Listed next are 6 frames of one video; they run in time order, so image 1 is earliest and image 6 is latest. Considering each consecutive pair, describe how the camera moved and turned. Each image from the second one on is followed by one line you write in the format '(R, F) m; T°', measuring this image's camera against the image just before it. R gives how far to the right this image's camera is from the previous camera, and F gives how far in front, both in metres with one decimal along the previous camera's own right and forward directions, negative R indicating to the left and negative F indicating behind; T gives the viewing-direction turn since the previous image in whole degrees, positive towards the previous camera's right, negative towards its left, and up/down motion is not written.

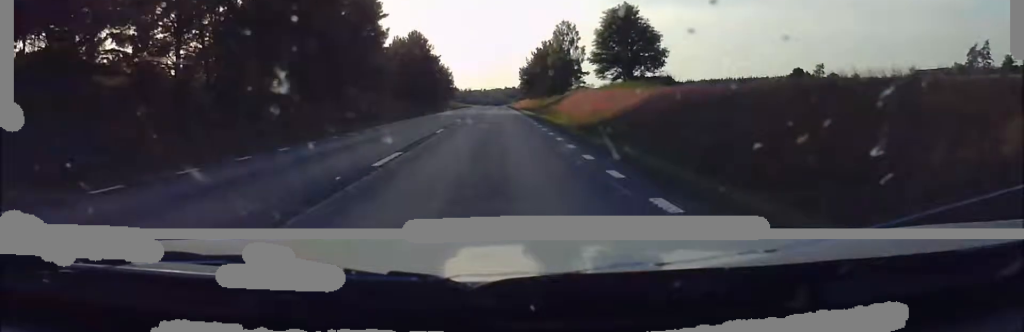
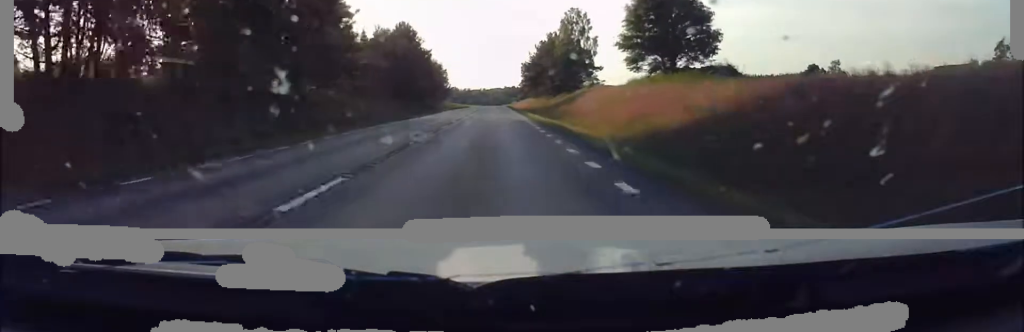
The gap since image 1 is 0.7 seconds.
(+0.1, +16.5) m; 0°
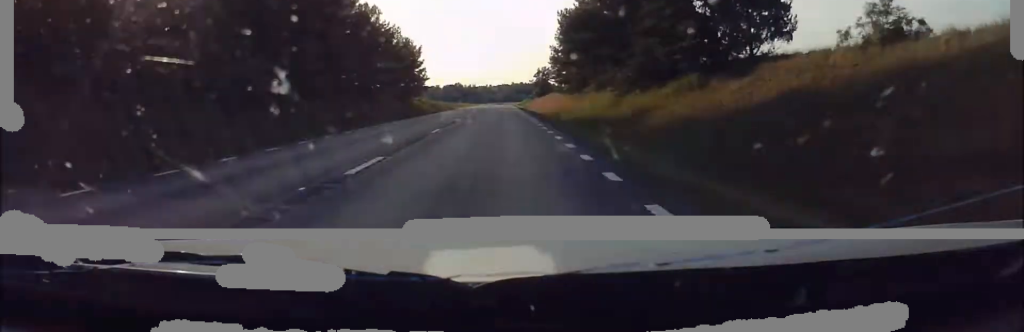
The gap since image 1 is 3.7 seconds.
(-0.7, +67.9) m; 0°
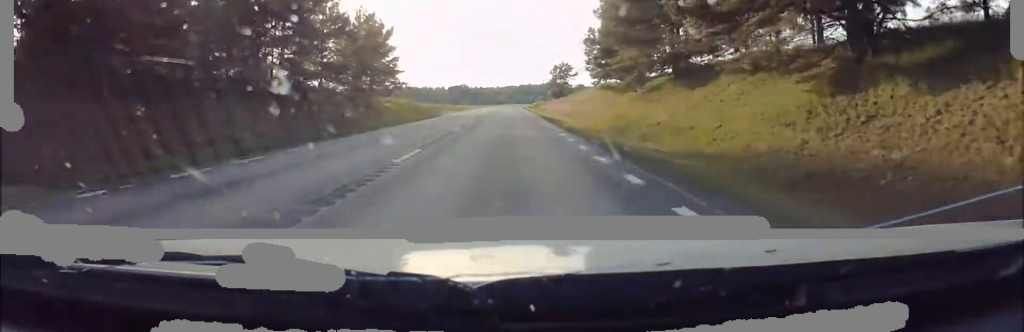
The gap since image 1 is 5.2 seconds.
(+0.4, +33.1) m; +1°
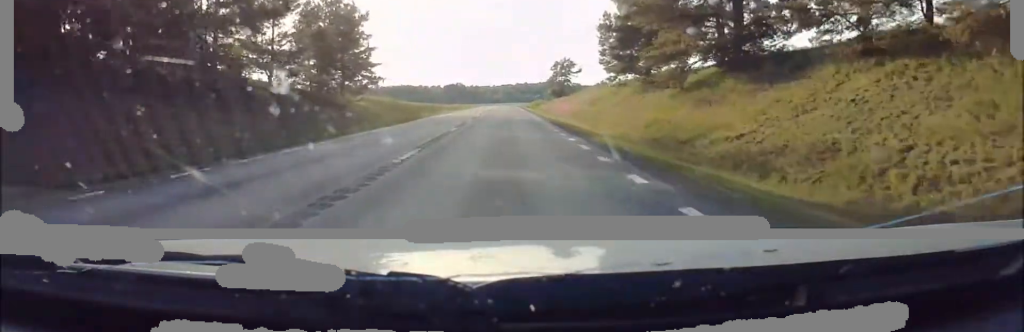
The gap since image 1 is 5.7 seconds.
(0.0, +12.0) m; 0°
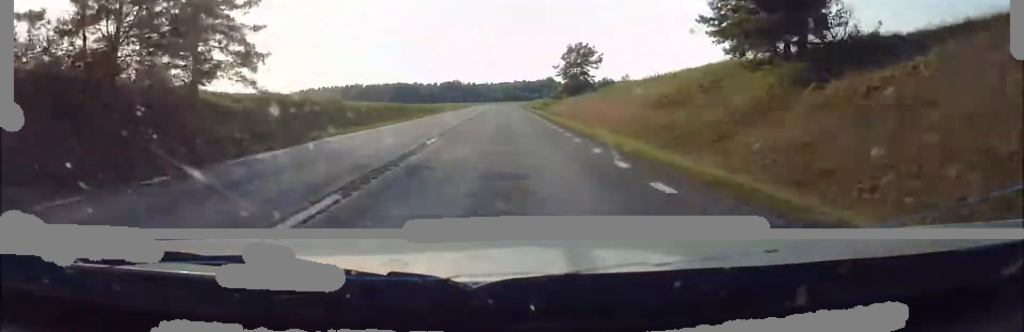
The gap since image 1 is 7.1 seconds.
(-0.4, +30.9) m; 0°
